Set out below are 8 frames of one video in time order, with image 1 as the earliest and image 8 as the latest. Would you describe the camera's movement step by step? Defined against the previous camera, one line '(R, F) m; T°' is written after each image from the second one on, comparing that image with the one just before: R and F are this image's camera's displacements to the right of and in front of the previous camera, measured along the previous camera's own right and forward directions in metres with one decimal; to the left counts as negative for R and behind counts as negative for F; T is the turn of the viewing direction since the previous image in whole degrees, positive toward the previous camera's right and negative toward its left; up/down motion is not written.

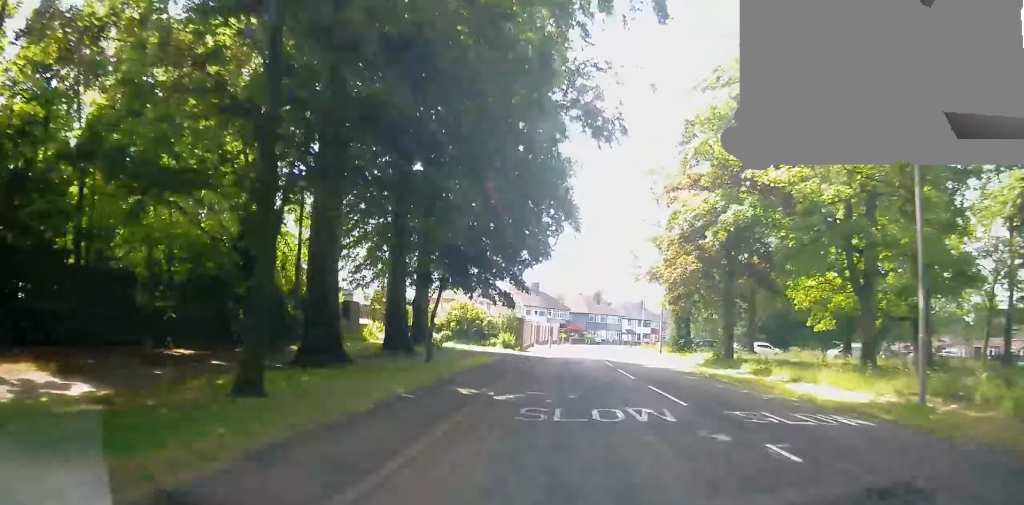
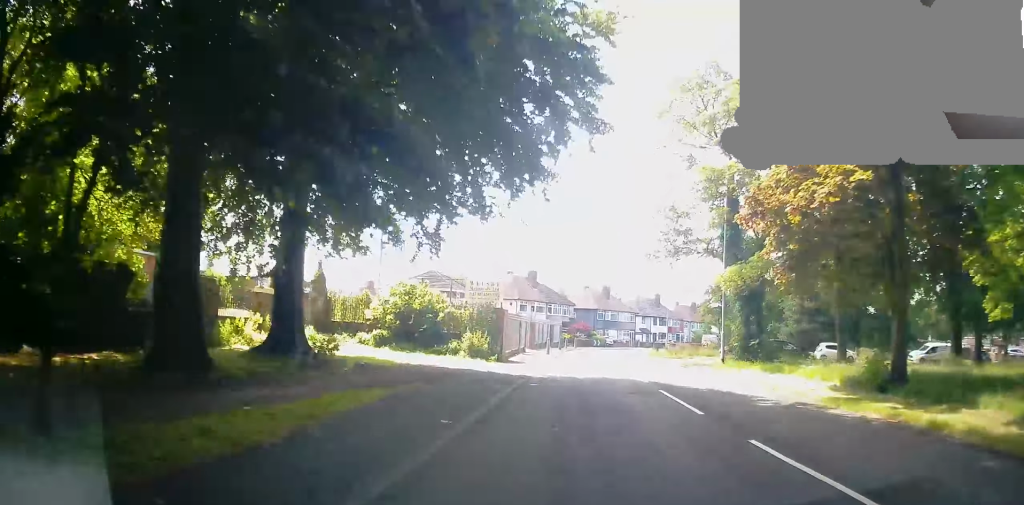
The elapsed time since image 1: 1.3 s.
(-0.2, +16.8) m; -1°
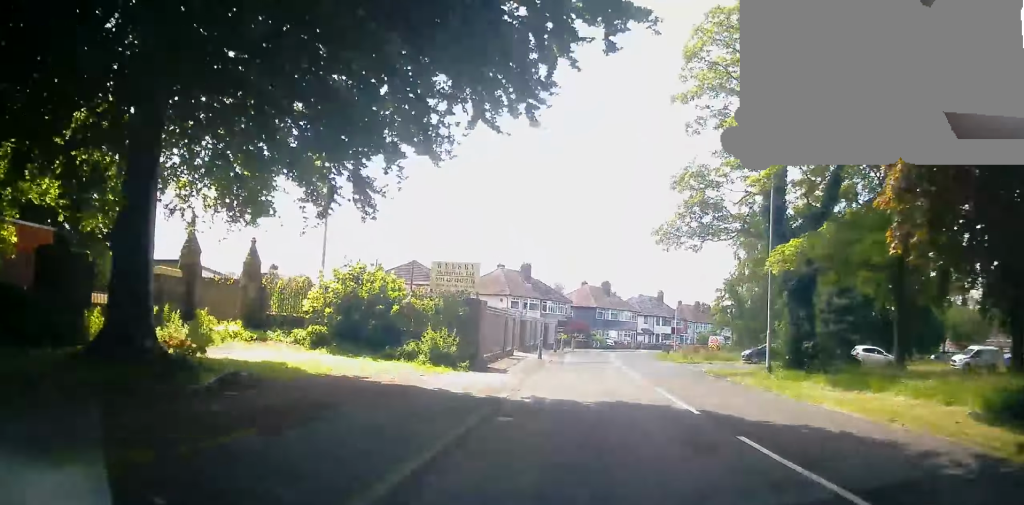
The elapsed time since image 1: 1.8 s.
(-0.2, +7.0) m; +1°
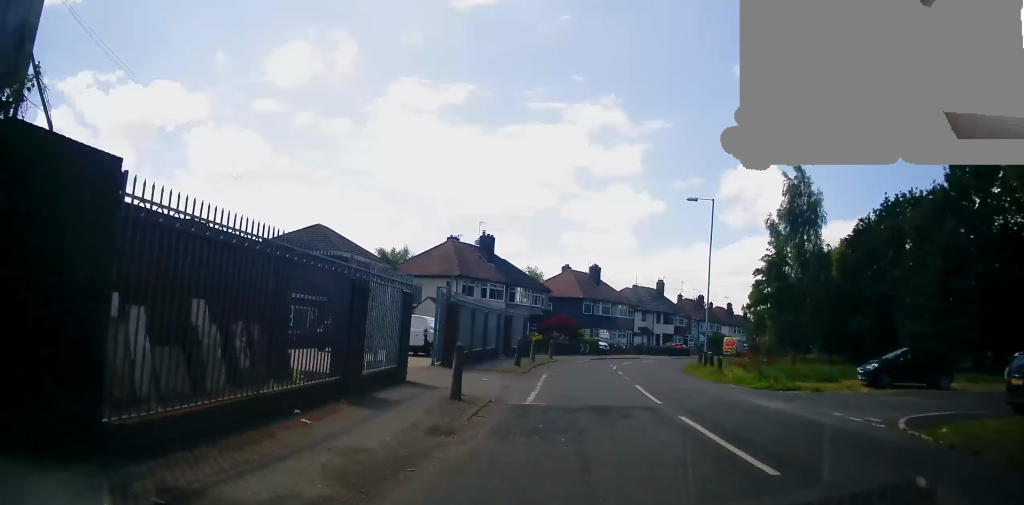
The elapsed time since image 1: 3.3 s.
(+0.5, +19.0) m; +1°
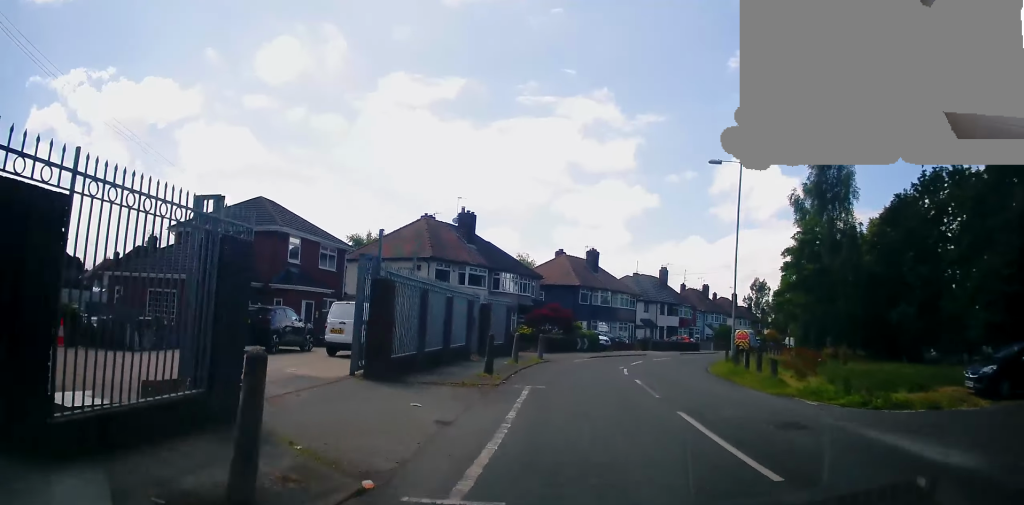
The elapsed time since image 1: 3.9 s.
(-0.2, +7.4) m; 0°
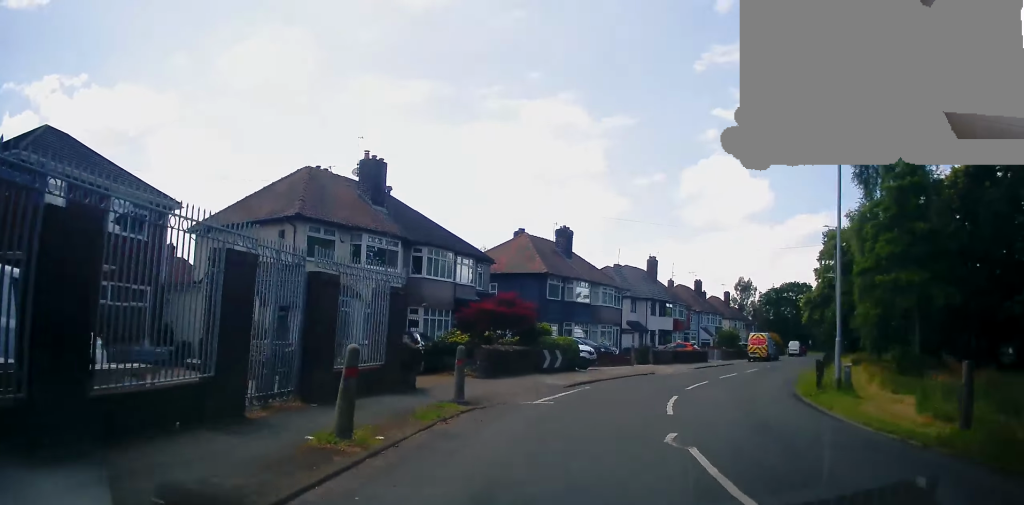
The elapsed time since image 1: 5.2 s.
(+0.4, +15.6) m; +3°
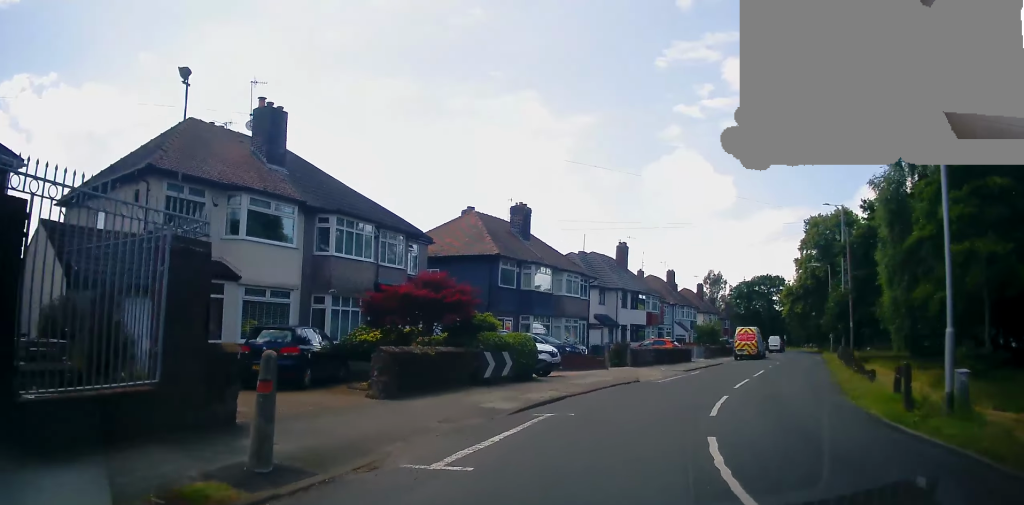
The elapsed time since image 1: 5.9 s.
(-0.1, +7.4) m; +2°
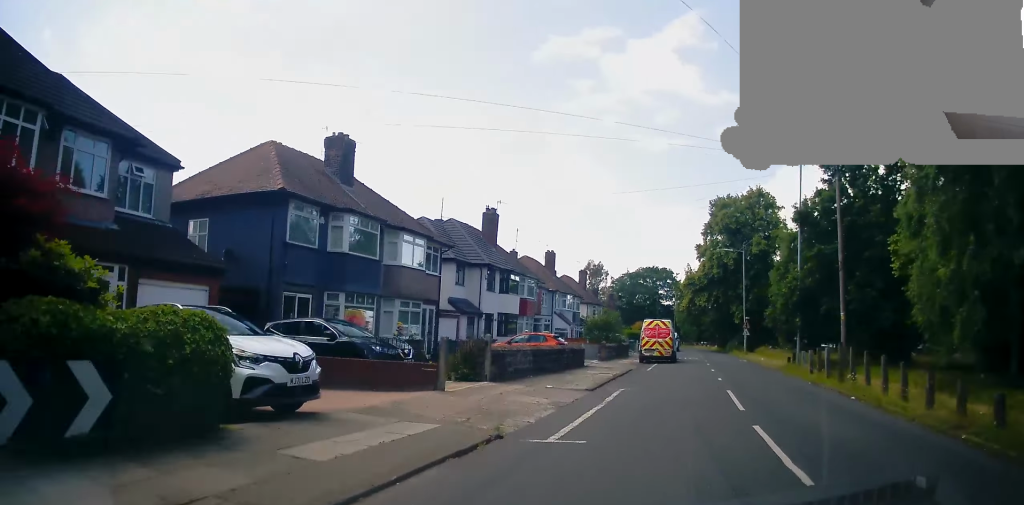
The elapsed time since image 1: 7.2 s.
(+1.1, +12.5) m; +10°
